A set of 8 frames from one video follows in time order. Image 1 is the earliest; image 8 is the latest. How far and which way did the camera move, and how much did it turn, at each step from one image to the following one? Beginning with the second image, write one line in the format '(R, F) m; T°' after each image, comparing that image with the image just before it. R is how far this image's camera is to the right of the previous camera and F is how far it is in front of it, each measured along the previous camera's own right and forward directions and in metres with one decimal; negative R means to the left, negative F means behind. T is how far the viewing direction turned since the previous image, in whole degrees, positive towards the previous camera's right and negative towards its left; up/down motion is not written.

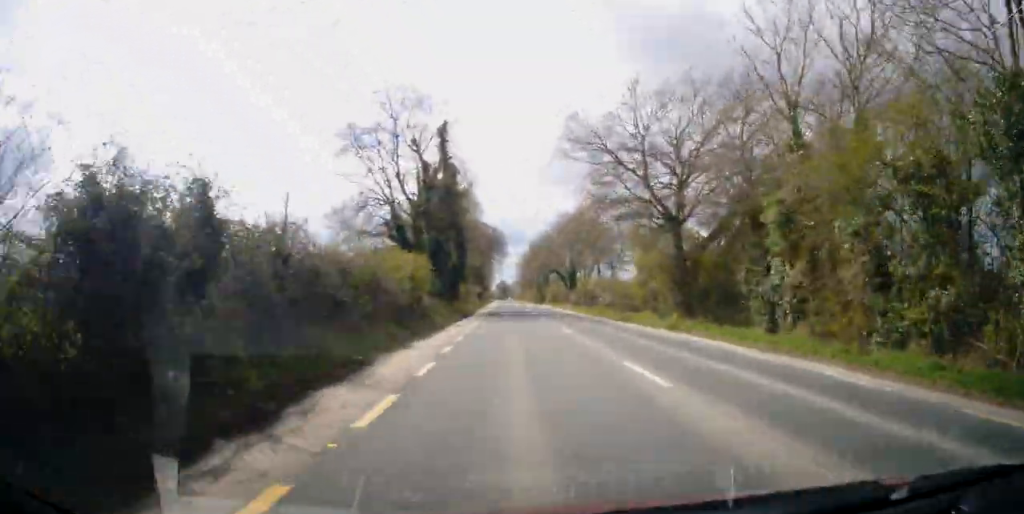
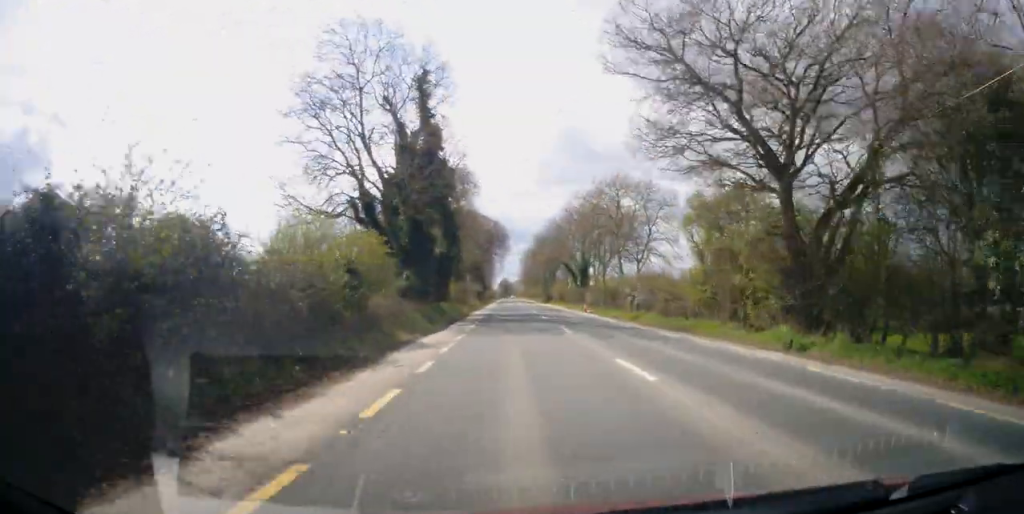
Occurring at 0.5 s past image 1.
(0.0, +11.3) m; 0°
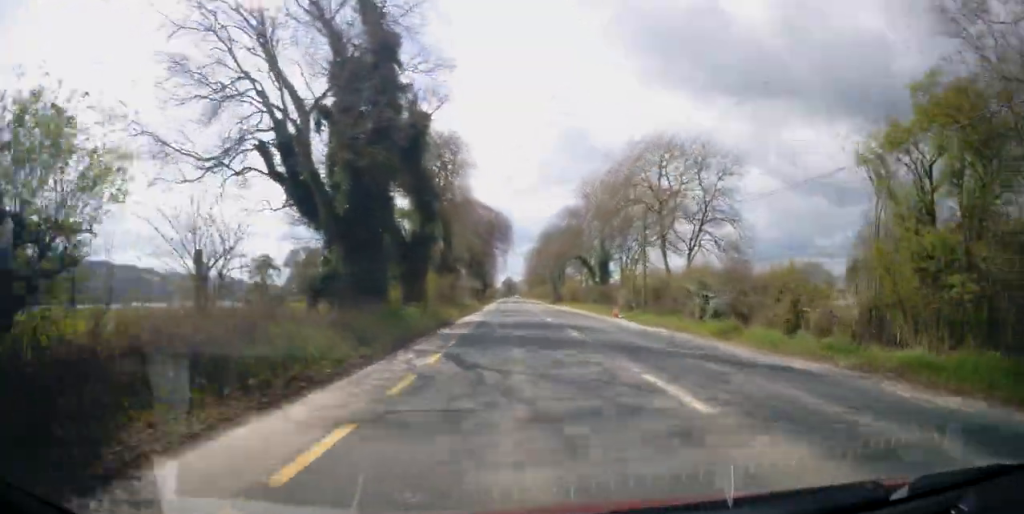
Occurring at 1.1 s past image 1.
(-0.1, +14.6) m; 0°
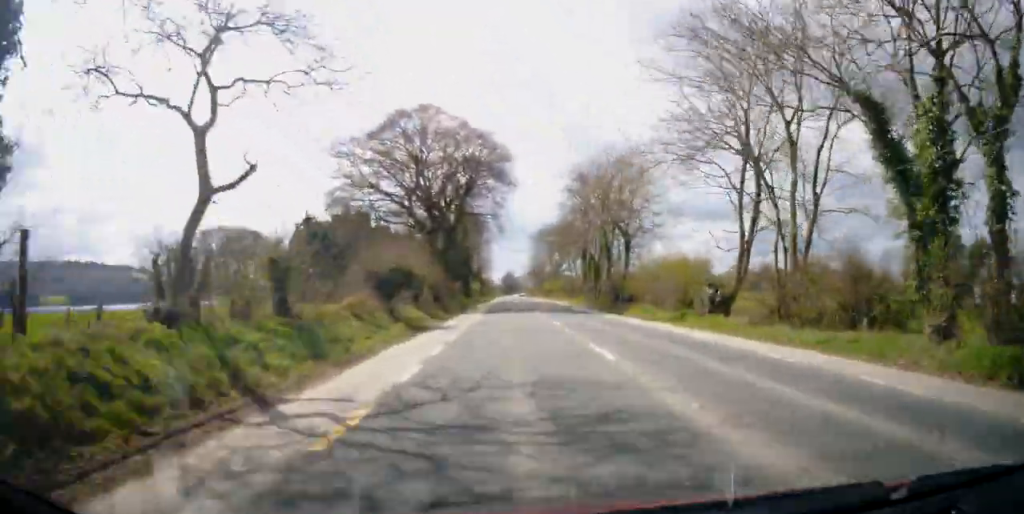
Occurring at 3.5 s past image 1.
(+0.1, +55.0) m; 0°
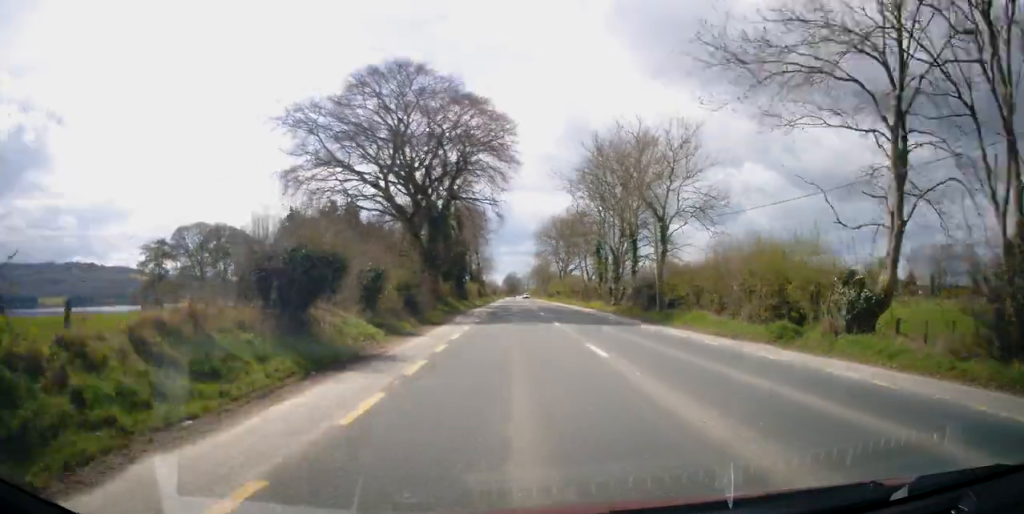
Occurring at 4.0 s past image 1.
(0.0, +10.8) m; -1°
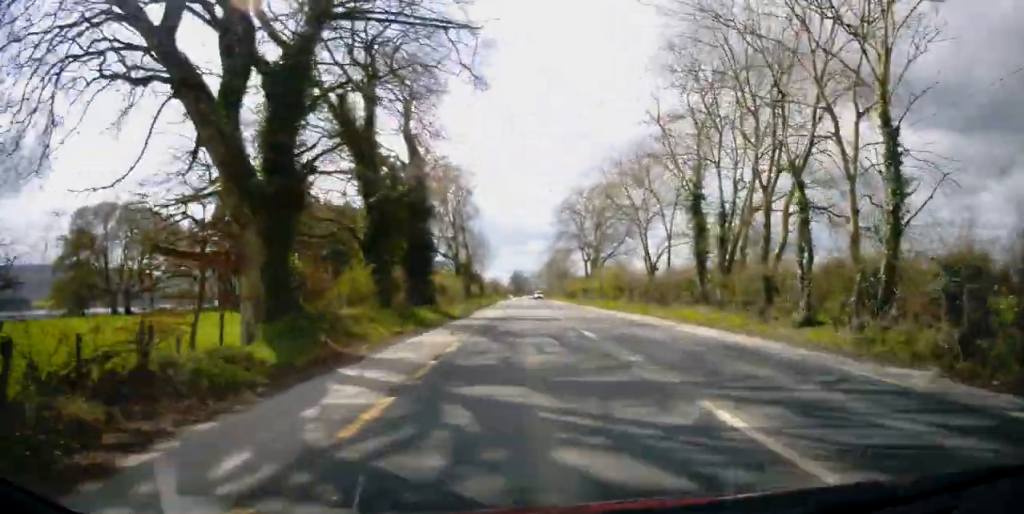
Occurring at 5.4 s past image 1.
(-0.5, +32.2) m; -1°
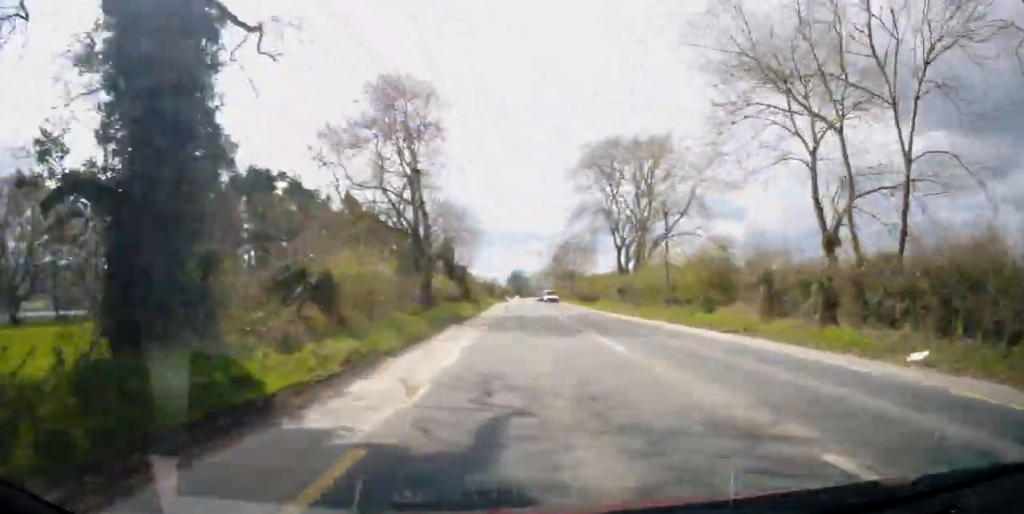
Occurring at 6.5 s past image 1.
(+0.4, +26.5) m; +1°
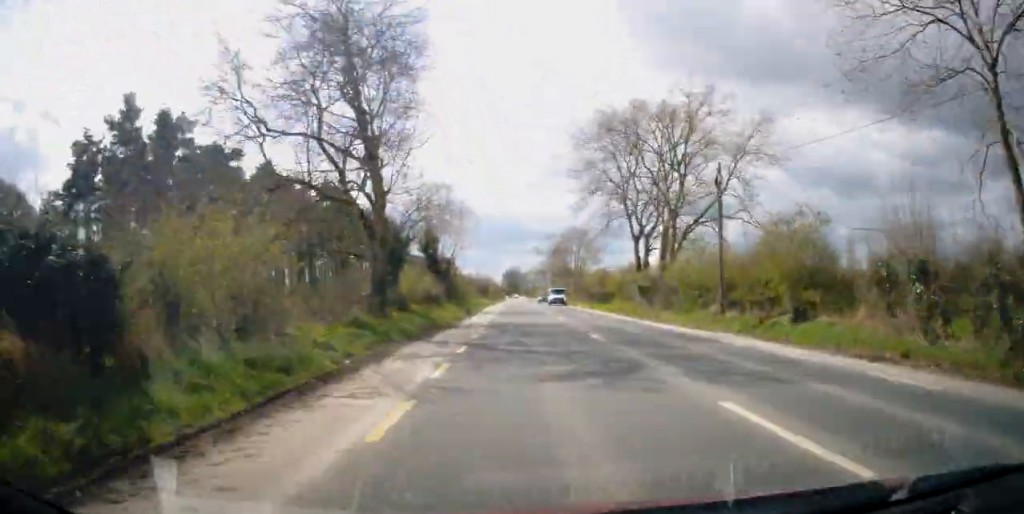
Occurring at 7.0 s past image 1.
(0.0, +9.5) m; 0°
